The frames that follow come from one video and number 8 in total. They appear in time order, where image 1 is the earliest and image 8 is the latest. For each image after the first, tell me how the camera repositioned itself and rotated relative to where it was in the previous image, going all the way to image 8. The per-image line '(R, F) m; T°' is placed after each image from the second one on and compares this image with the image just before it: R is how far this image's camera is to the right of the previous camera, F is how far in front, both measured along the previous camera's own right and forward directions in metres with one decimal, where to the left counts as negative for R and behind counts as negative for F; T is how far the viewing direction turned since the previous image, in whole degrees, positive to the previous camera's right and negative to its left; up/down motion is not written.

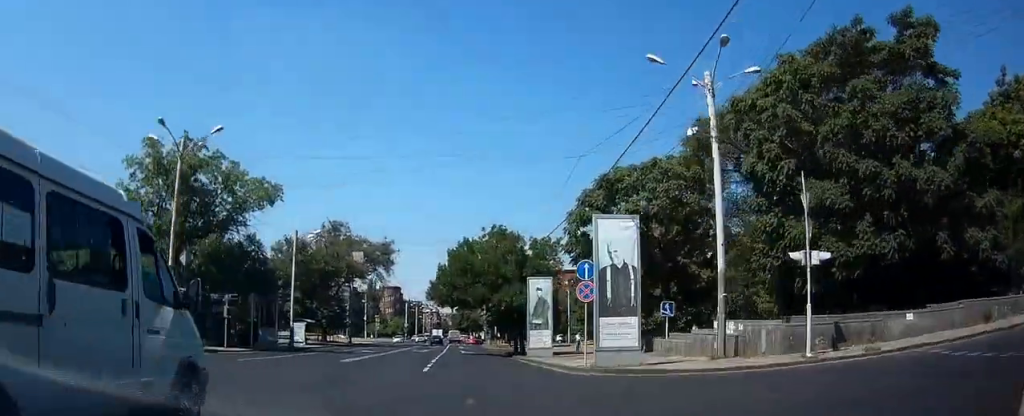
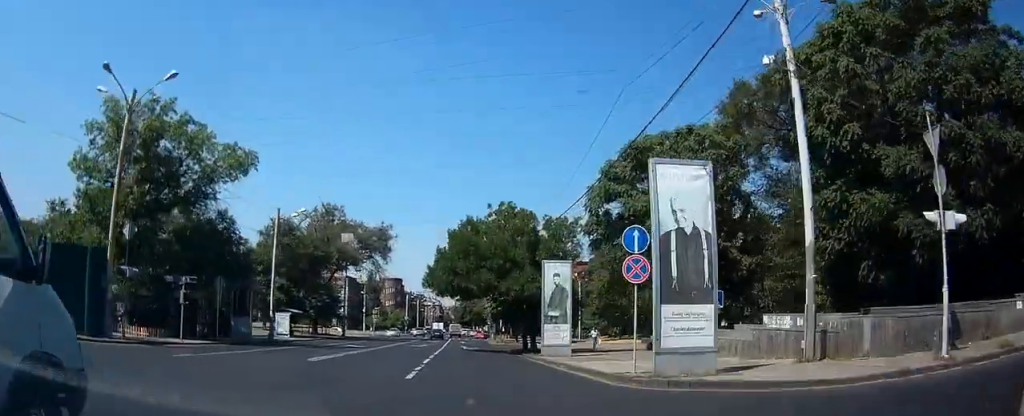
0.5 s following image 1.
(-0.2, +7.3) m; -1°
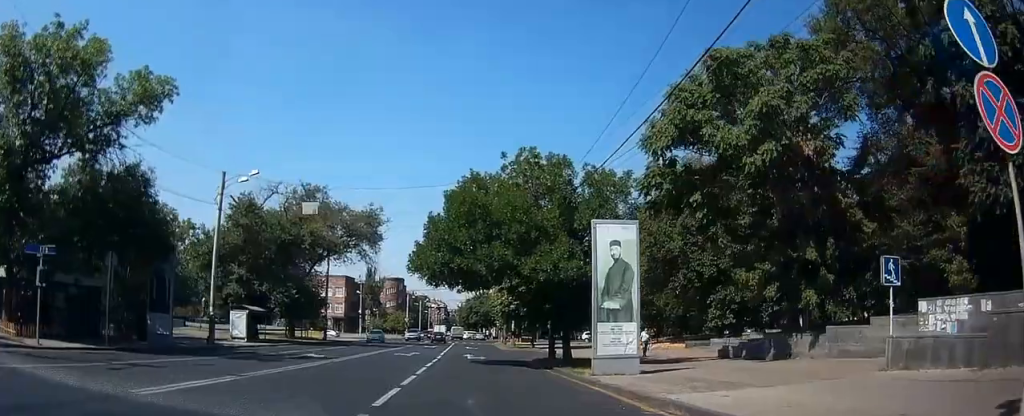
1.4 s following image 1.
(-0.1, +12.3) m; -1°
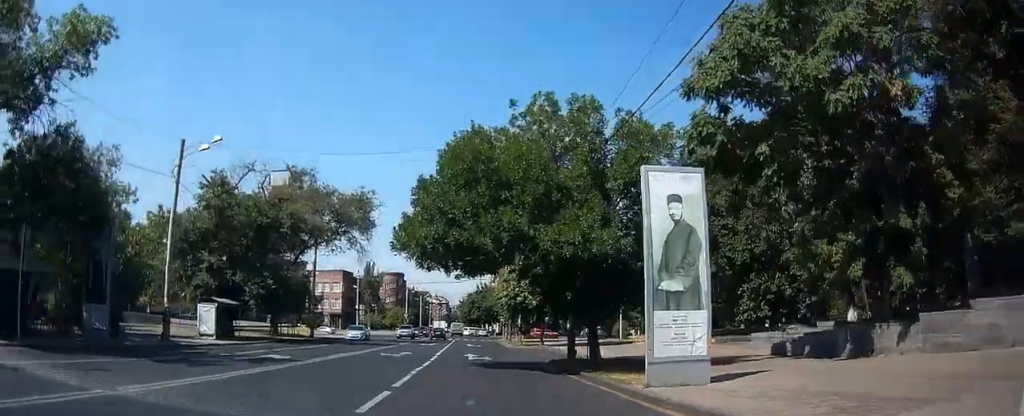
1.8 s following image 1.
(+0.1, +5.4) m; 0°
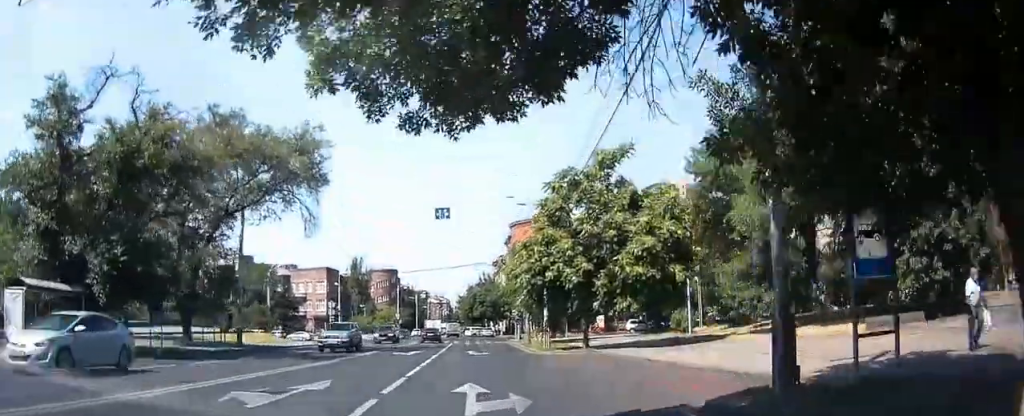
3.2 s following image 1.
(-0.3, +17.4) m; -1°
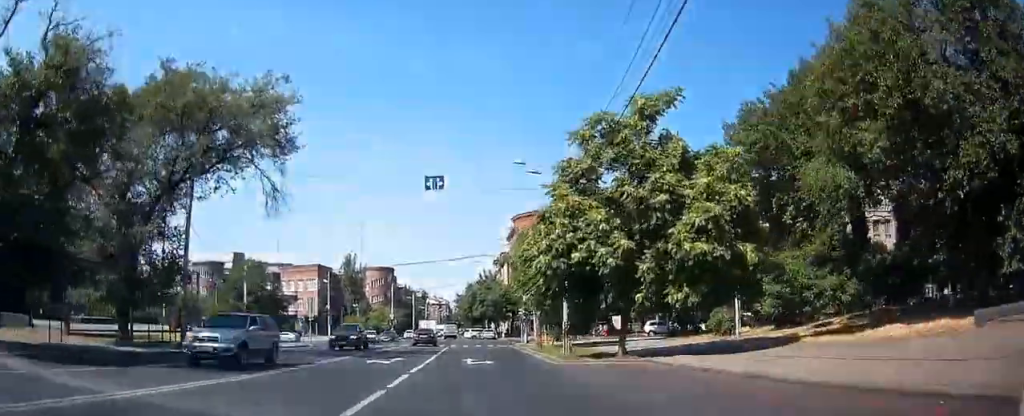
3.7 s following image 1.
(0.0, +8.4) m; 0°
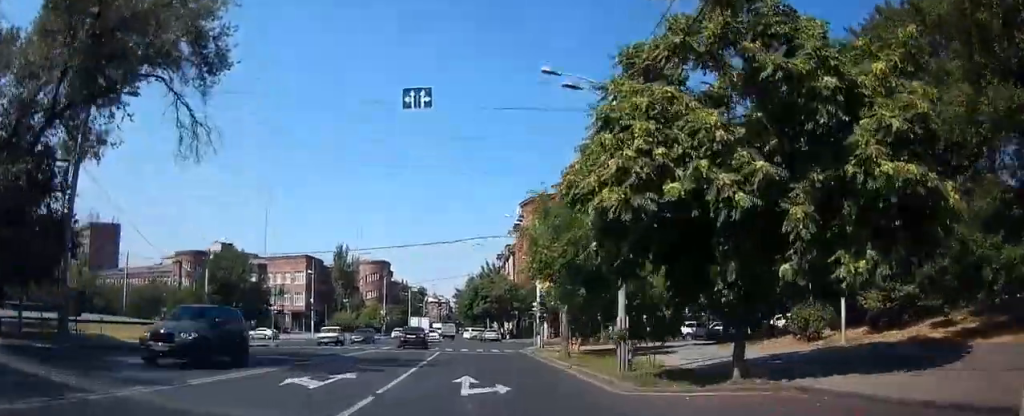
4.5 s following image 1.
(0.0, +13.2) m; 0°
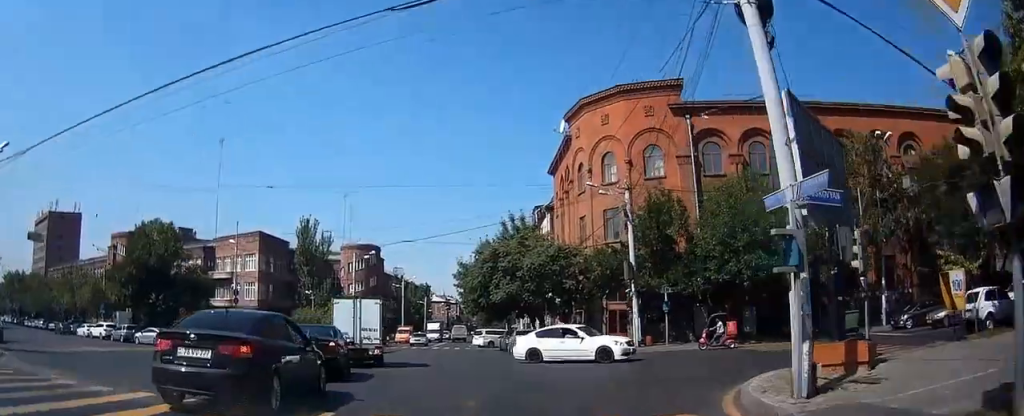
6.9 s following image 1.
(-0.2, +35.6) m; -2°
